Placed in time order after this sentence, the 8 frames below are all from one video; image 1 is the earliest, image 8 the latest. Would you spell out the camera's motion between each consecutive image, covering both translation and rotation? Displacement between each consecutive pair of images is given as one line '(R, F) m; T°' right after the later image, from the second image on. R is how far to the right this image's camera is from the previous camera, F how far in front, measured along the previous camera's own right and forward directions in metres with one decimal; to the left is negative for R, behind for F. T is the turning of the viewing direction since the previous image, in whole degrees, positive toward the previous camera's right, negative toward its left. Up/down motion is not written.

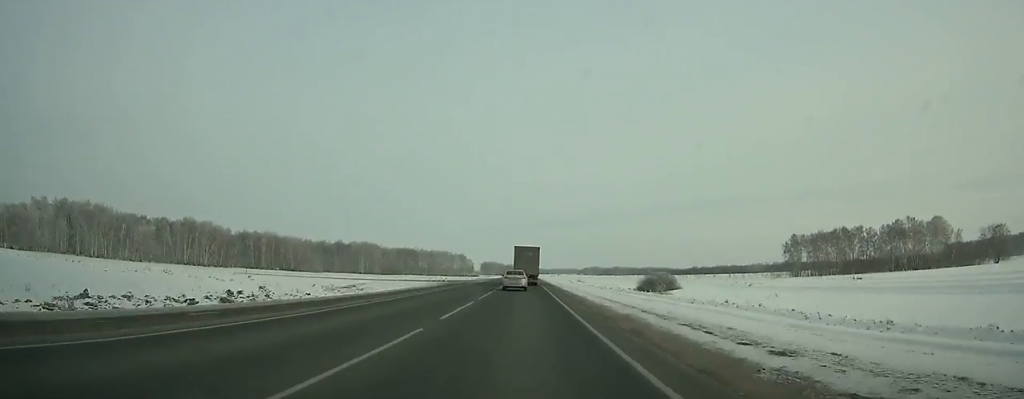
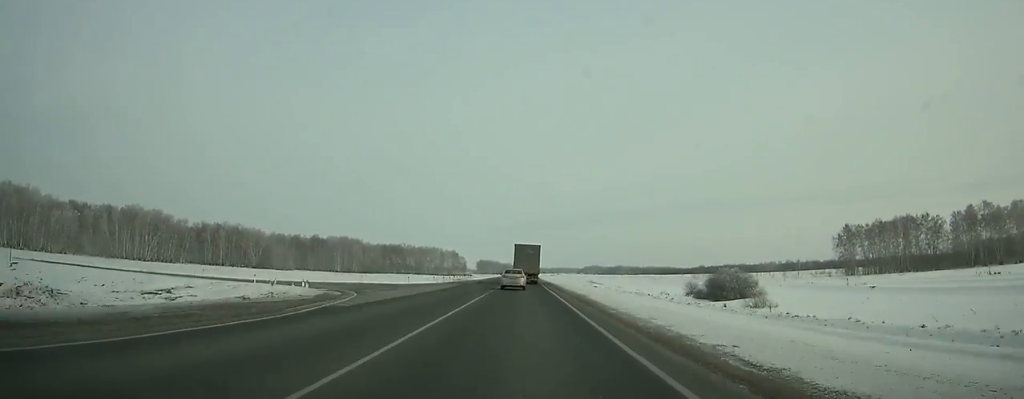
(-0.1, +49.5) m; 0°
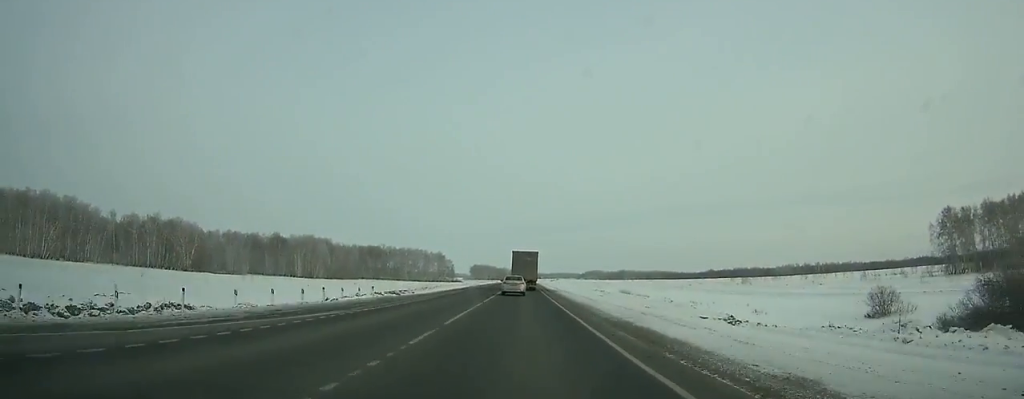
(+0.1, +62.6) m; 0°
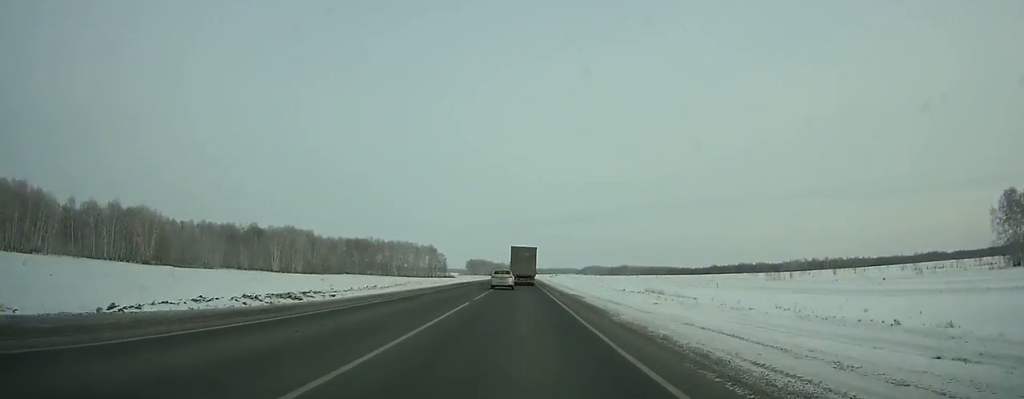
(+0.1, +28.9) m; 0°
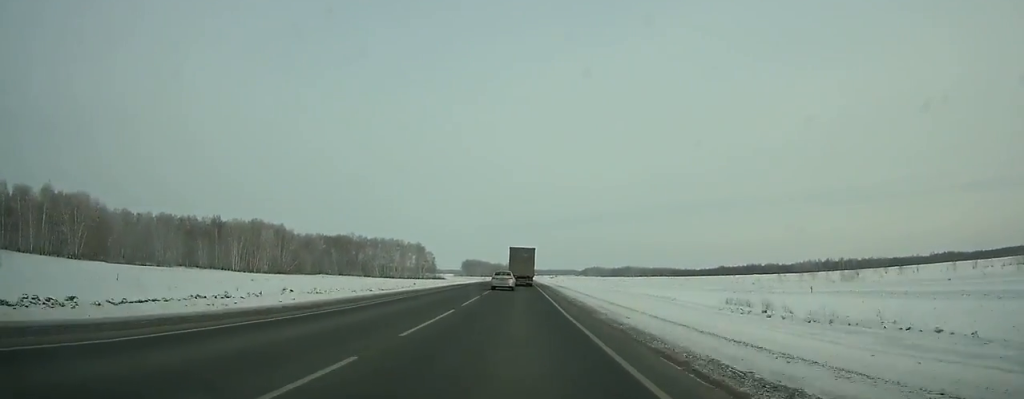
(0.0, +39.8) m; 0°
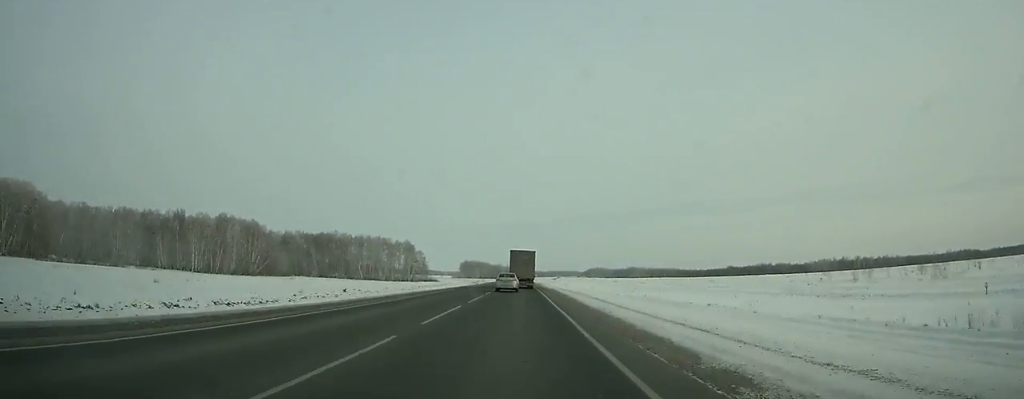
(0.0, +33.1) m; 0°
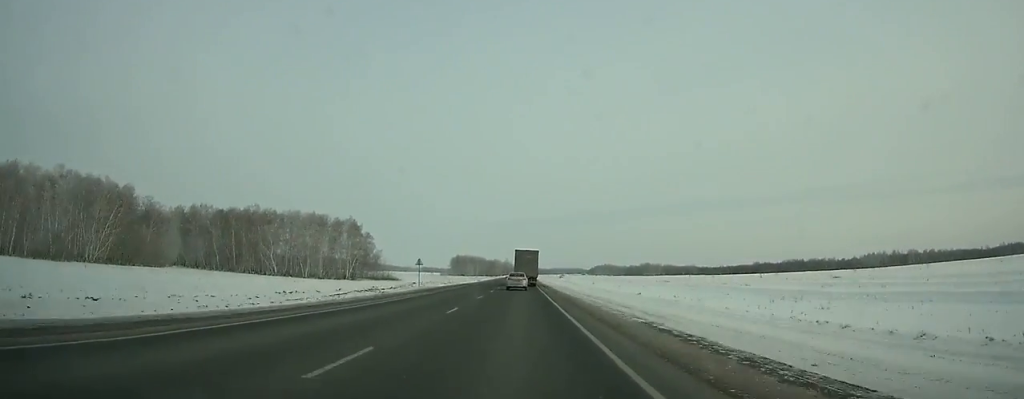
(-0.4, +99.5) m; 0°
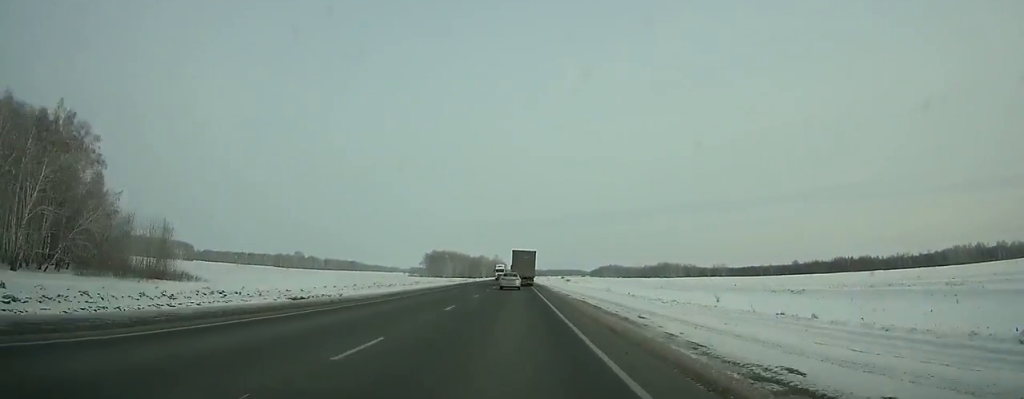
(+0.1, +130.7) m; 0°
